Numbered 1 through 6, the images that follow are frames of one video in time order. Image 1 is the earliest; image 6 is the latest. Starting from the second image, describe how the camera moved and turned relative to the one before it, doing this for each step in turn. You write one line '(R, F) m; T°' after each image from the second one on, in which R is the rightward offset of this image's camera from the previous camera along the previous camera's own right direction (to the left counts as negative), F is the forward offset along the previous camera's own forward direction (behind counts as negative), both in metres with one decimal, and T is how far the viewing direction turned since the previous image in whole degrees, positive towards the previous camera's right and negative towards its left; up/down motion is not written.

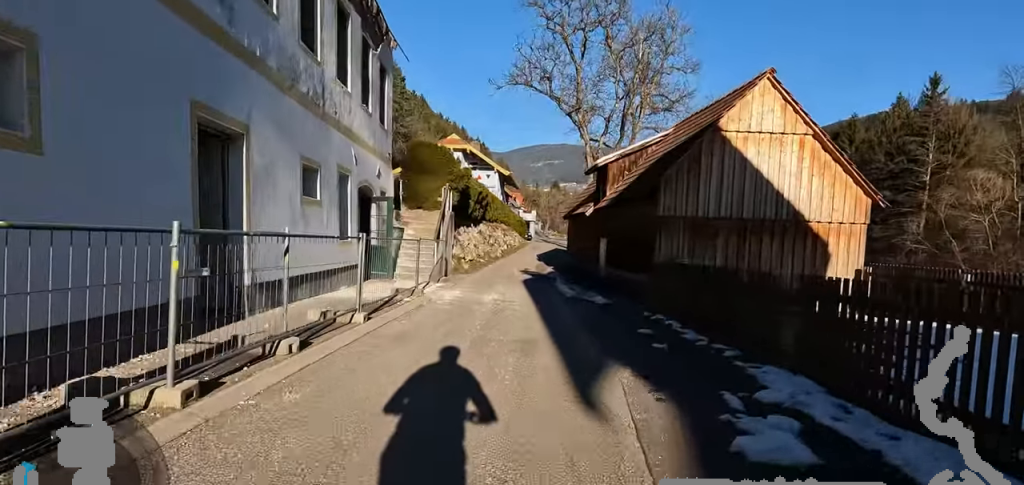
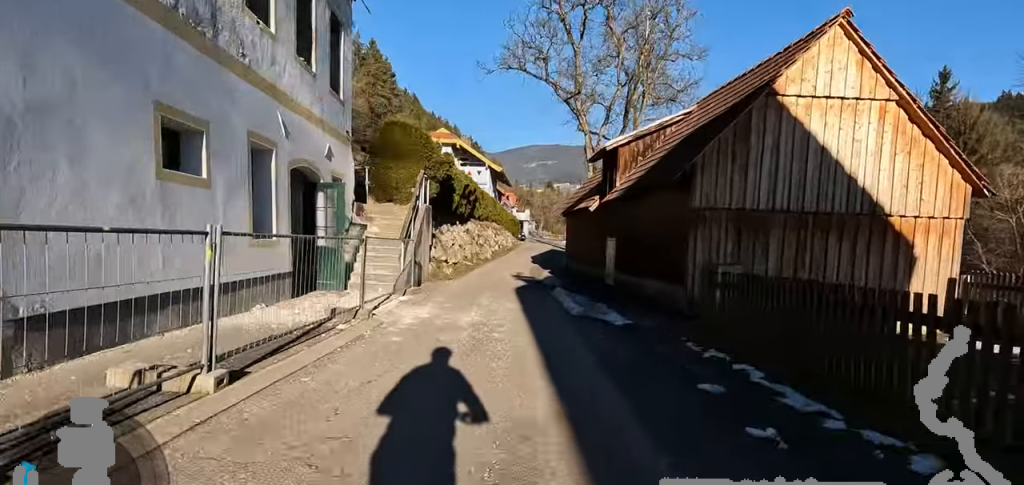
(+0.1, +2.9) m; -1°
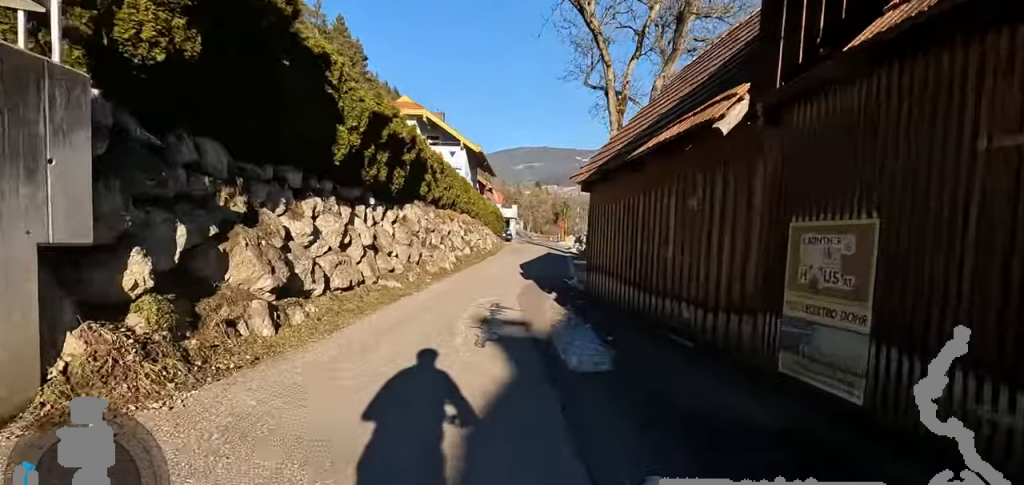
(-1.2, +11.2) m; 0°
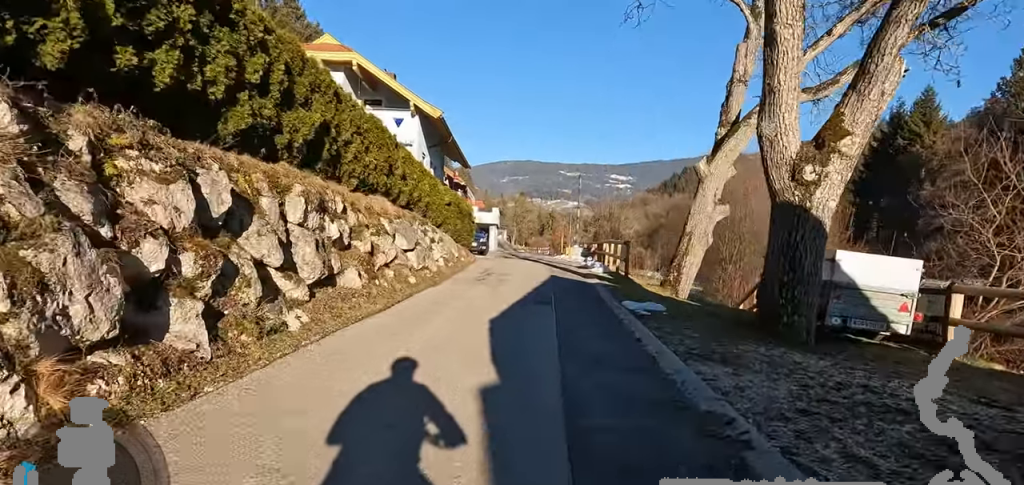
(-1.3, +12.7) m; -13°
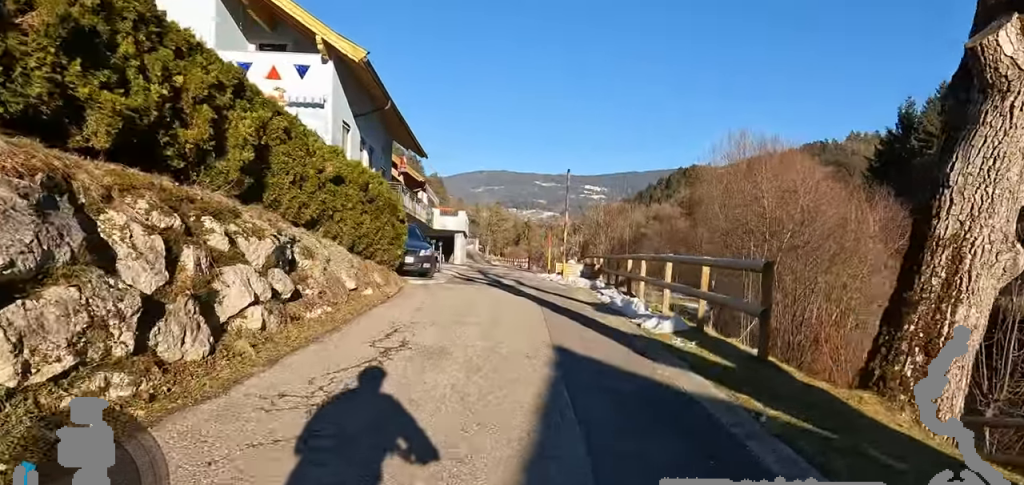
(+1.6, +9.1) m; +15°
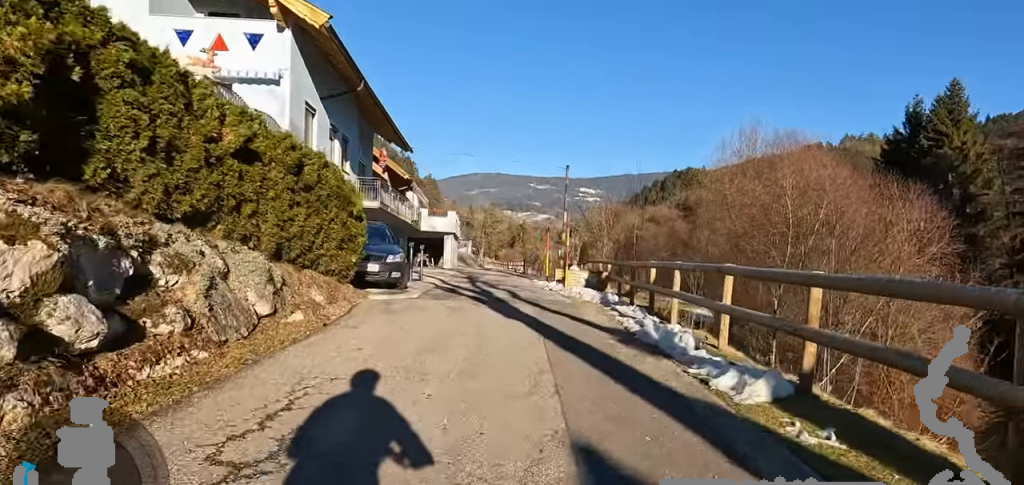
(+0.4, +2.8) m; 0°
